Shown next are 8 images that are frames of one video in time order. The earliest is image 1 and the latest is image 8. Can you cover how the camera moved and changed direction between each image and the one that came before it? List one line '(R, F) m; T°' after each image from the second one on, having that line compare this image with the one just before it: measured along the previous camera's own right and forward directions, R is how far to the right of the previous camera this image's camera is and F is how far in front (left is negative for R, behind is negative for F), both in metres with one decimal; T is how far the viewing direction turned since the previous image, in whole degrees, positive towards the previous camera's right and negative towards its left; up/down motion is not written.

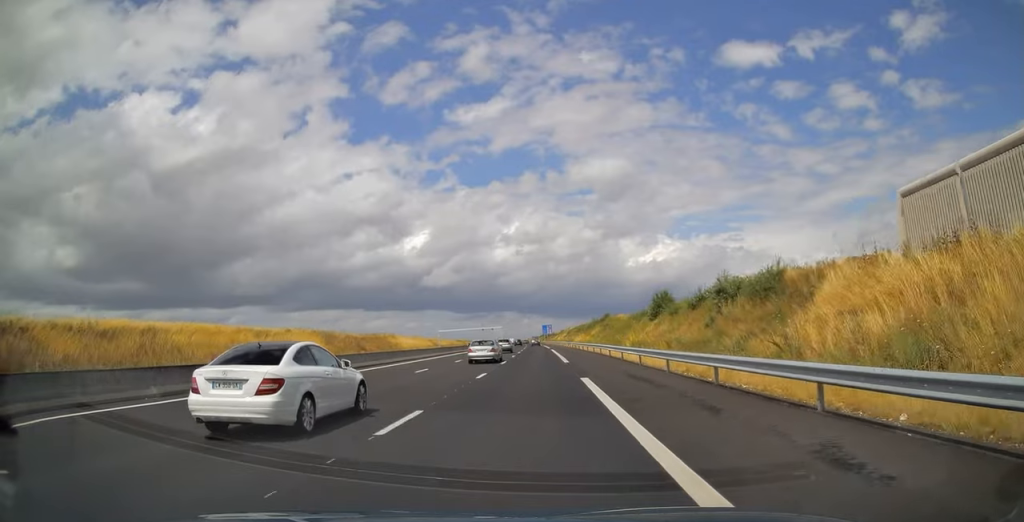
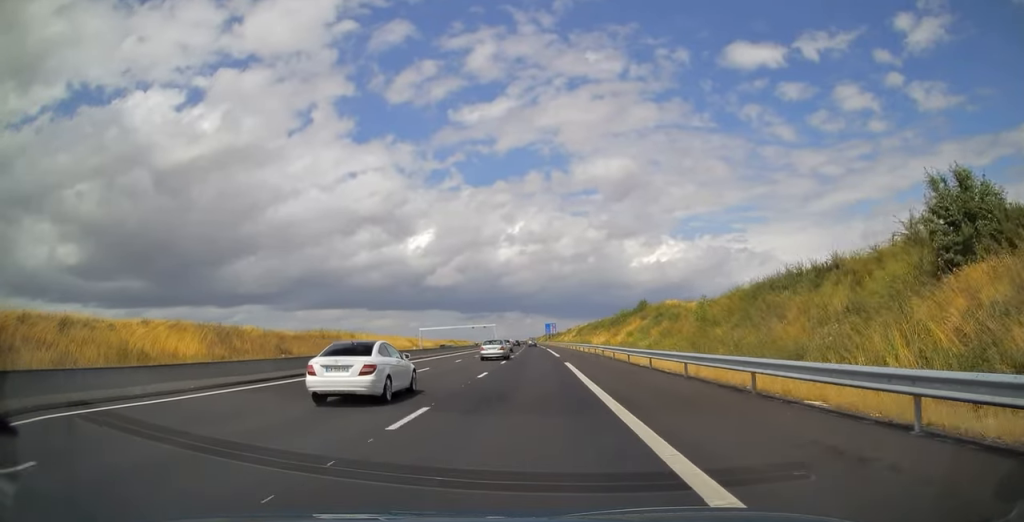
(-0.2, +38.7) m; -1°
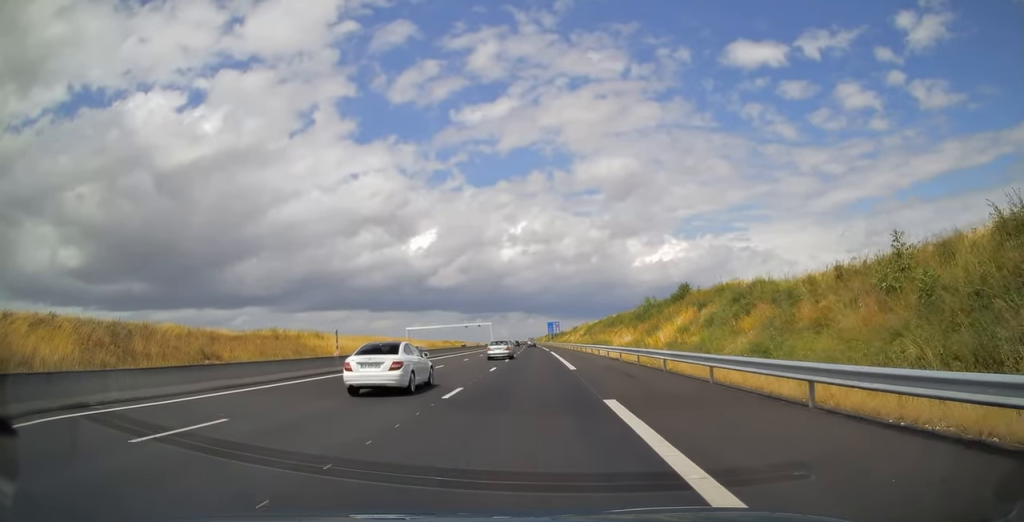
(-0.1, +20.9) m; 0°
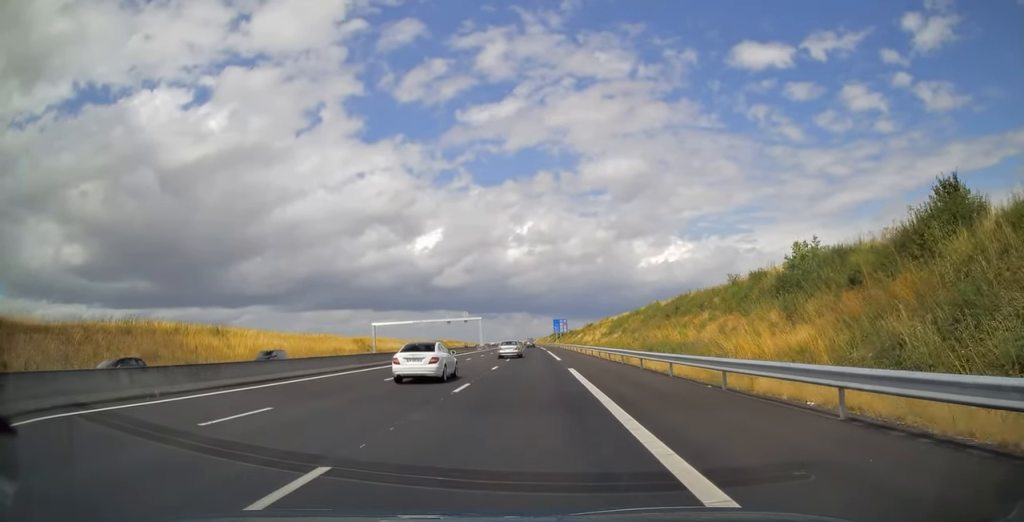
(0.0, +37.0) m; 0°
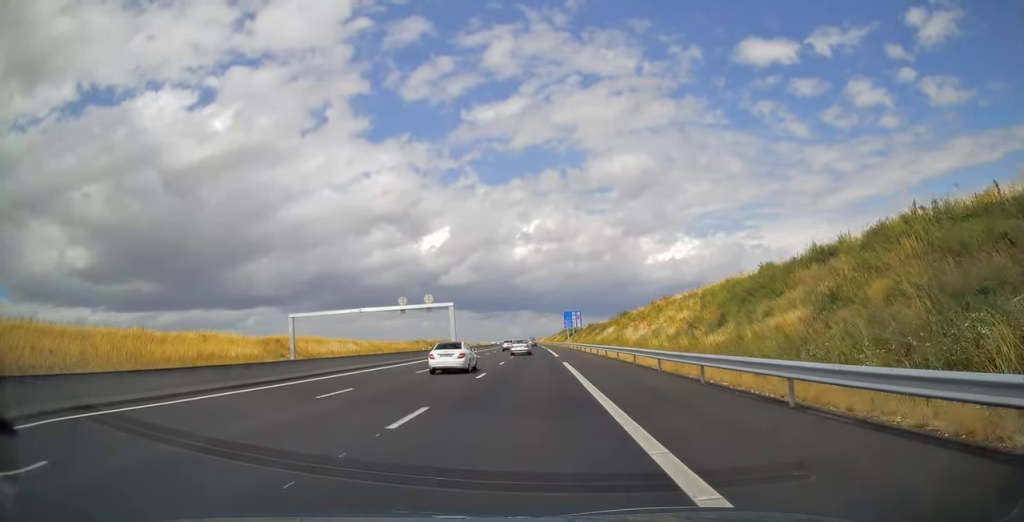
(-0.2, +46.2) m; 0°
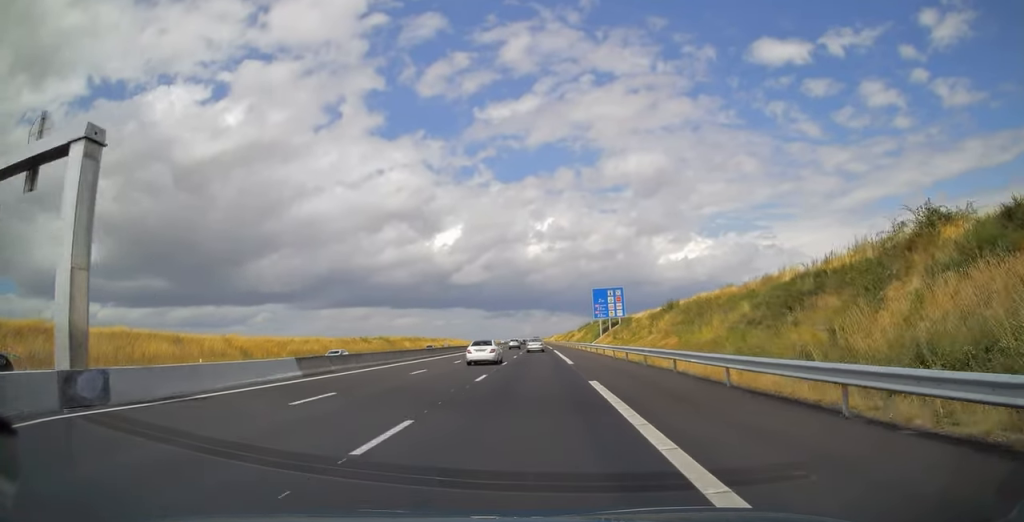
(-0.4, +67.6) m; -1°
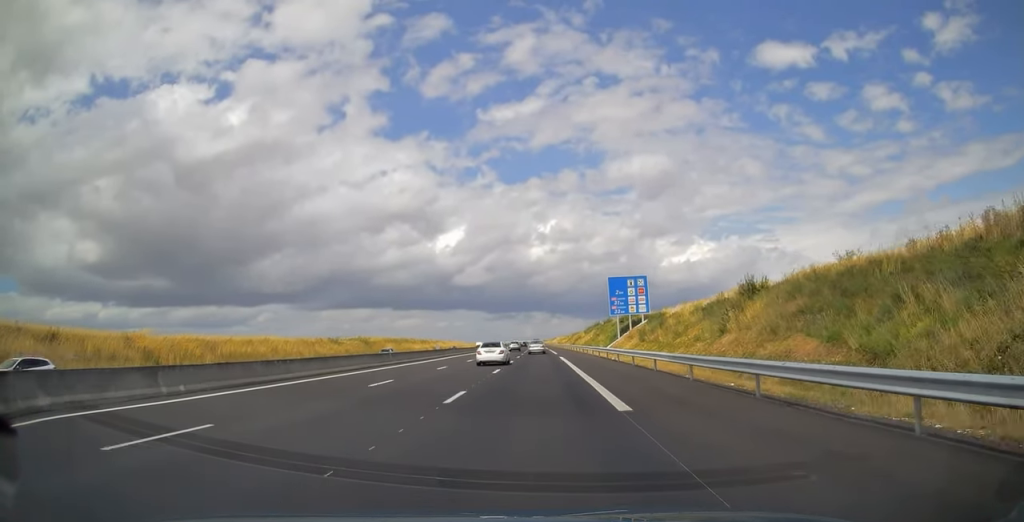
(-0.1, +19.8) m; 0°
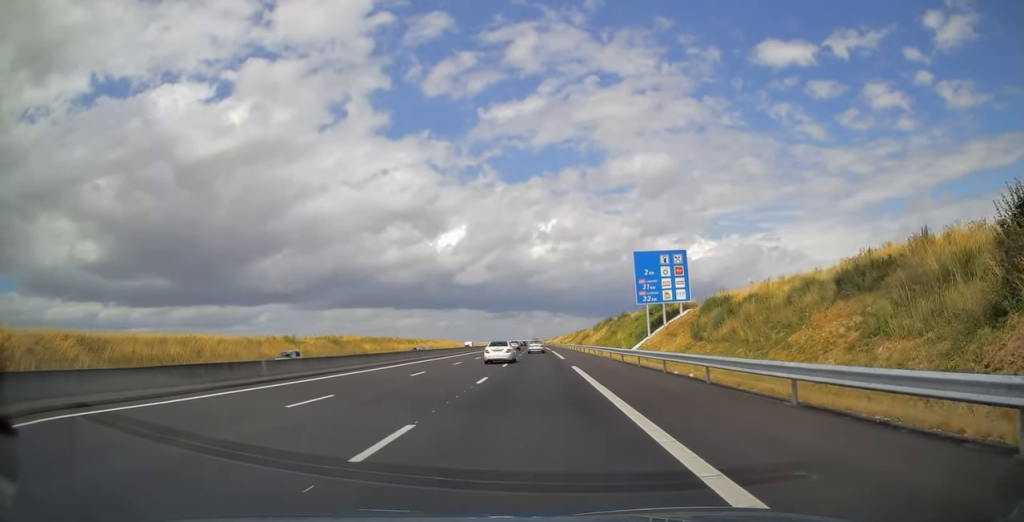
(0.0, +19.9) m; 0°
